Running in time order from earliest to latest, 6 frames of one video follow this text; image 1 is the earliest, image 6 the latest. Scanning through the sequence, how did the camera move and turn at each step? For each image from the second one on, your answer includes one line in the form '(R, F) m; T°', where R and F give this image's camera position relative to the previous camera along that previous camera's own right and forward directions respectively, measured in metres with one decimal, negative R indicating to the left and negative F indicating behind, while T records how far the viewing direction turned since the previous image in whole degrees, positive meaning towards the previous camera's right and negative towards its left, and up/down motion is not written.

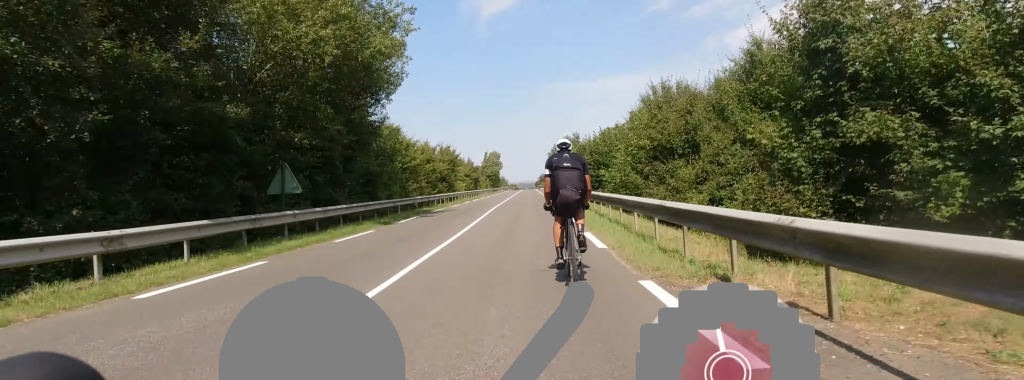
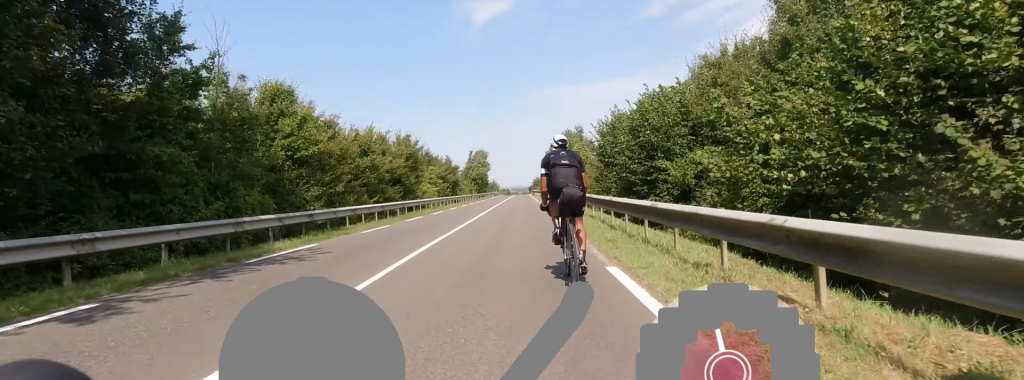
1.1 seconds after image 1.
(-0.5, +16.2) m; -3°
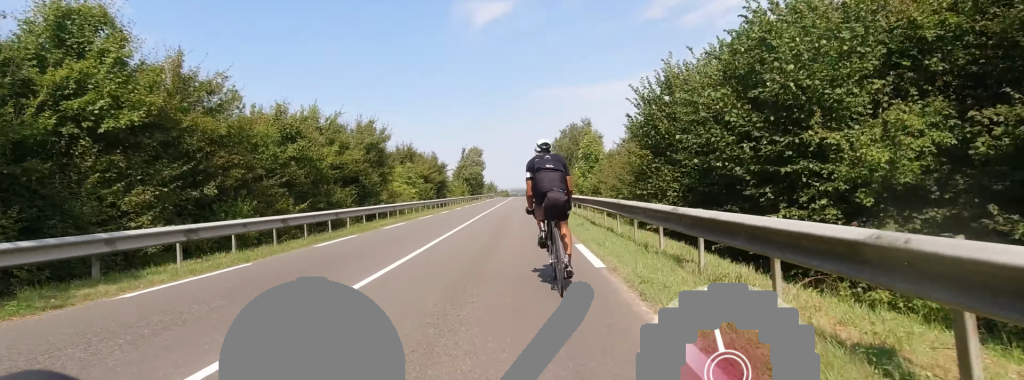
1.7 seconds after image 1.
(-0.2, +9.5) m; 0°
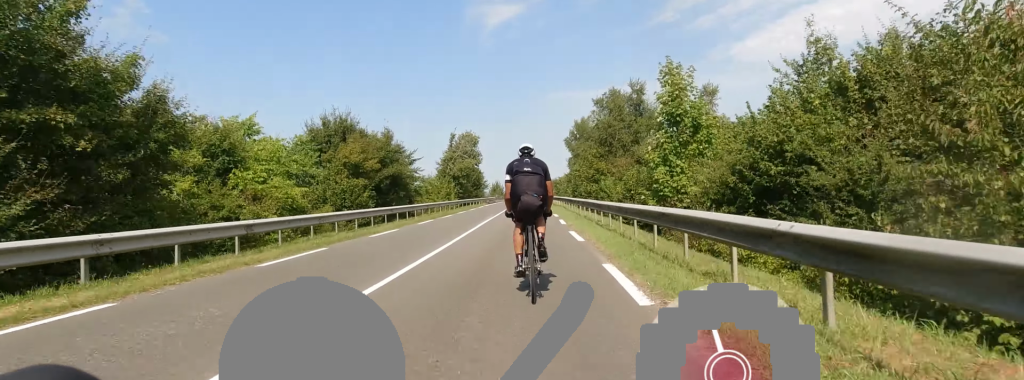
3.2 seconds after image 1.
(+0.9, +22.8) m; +2°
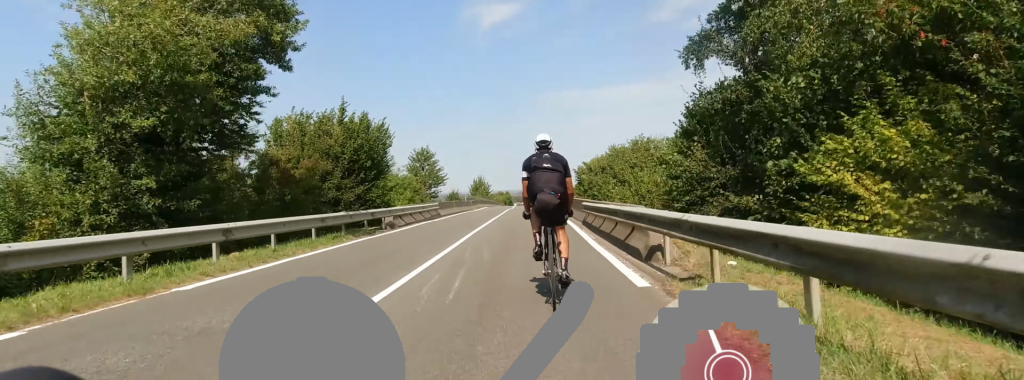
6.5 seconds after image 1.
(-0.5, +45.8) m; +1°
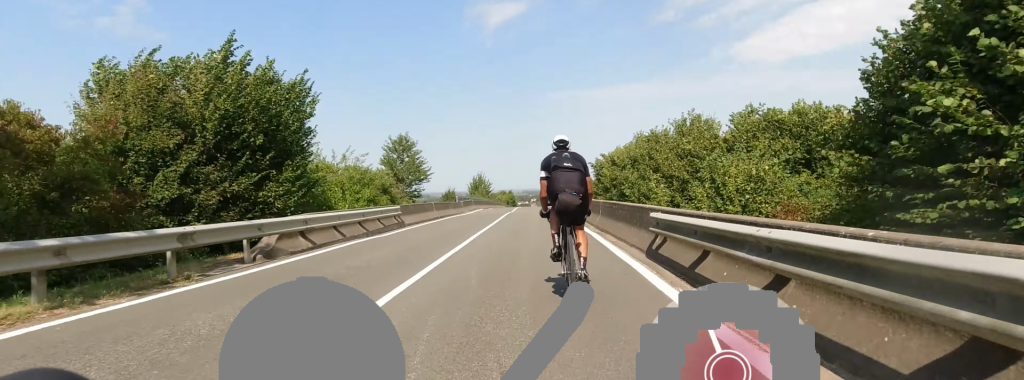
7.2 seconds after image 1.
(-0.6, +9.7) m; +2°
